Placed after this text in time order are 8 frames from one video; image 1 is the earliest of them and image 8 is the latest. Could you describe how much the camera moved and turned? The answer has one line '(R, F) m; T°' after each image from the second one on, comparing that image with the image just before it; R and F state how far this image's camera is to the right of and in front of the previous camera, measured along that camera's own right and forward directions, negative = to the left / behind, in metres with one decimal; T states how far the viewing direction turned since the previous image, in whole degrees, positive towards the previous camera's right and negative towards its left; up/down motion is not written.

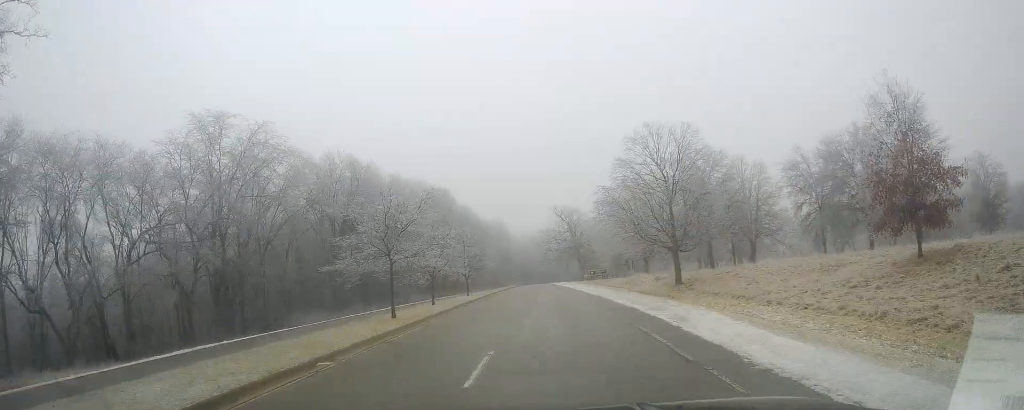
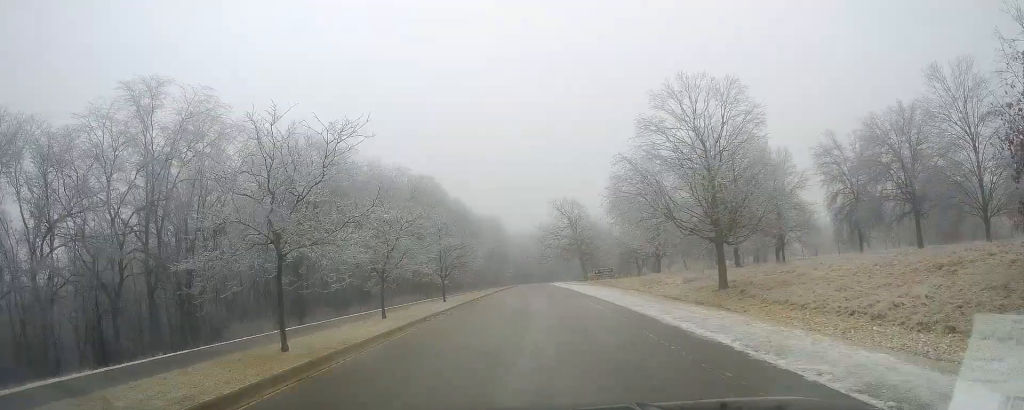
(0.0, +11.4) m; -2°
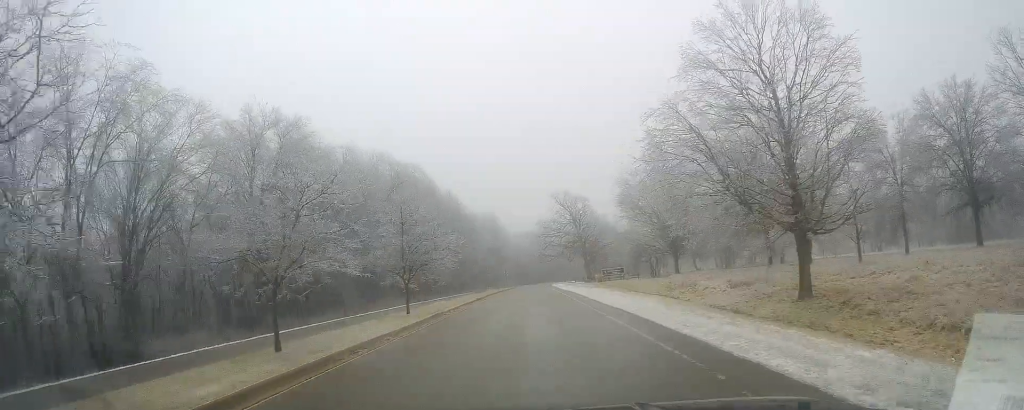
(-0.3, +10.7) m; -1°
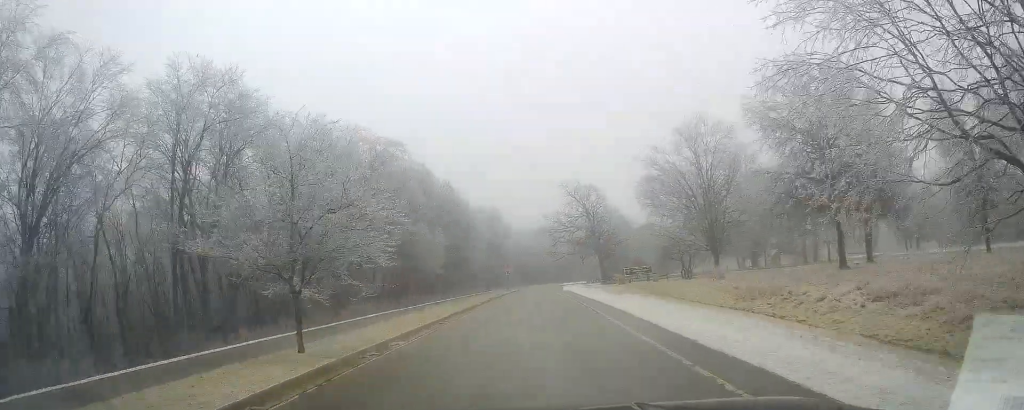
(+0.2, +13.6) m; 0°
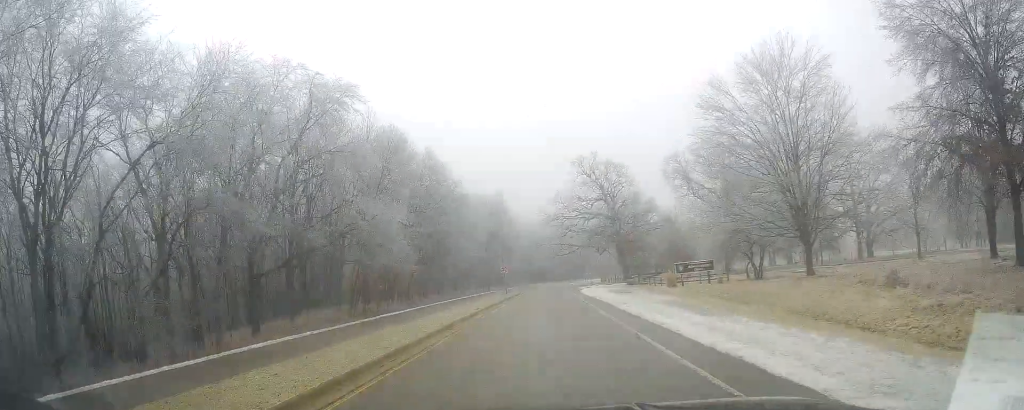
(-0.7, +20.2) m; -2°
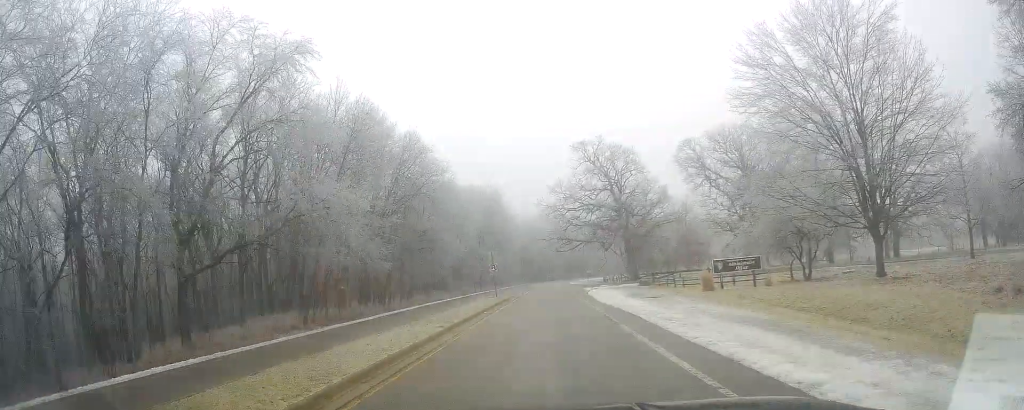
(0.0, +9.7) m; 0°
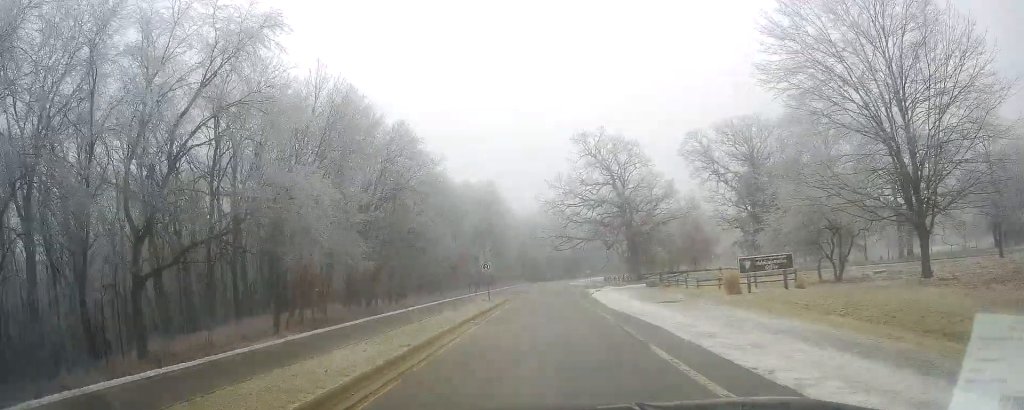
(0.0, +4.7) m; 0°
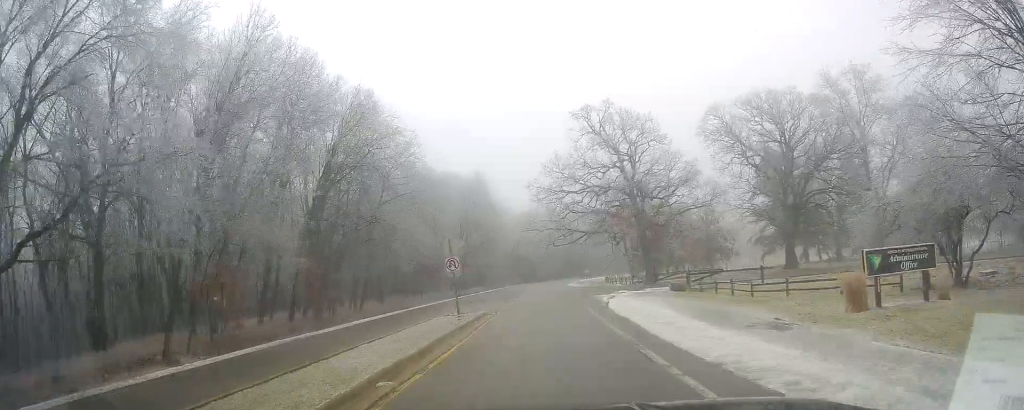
(-0.1, +11.9) m; +2°
